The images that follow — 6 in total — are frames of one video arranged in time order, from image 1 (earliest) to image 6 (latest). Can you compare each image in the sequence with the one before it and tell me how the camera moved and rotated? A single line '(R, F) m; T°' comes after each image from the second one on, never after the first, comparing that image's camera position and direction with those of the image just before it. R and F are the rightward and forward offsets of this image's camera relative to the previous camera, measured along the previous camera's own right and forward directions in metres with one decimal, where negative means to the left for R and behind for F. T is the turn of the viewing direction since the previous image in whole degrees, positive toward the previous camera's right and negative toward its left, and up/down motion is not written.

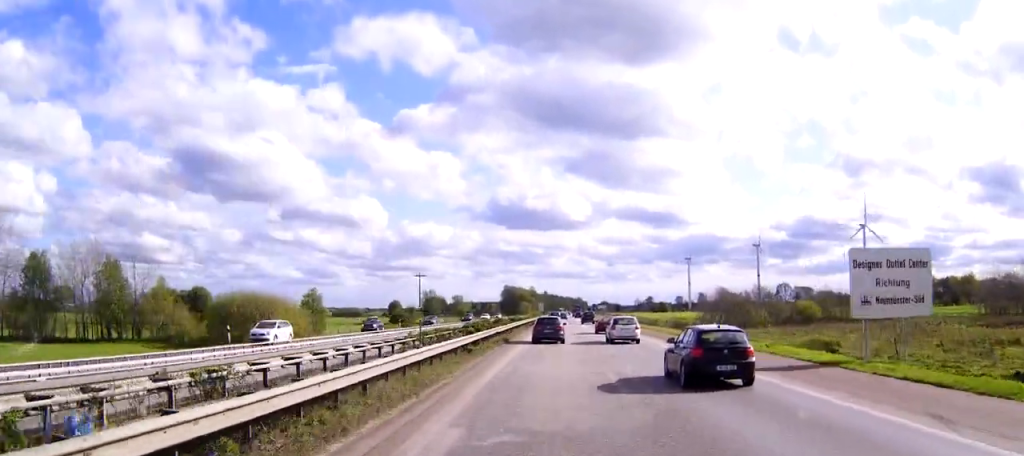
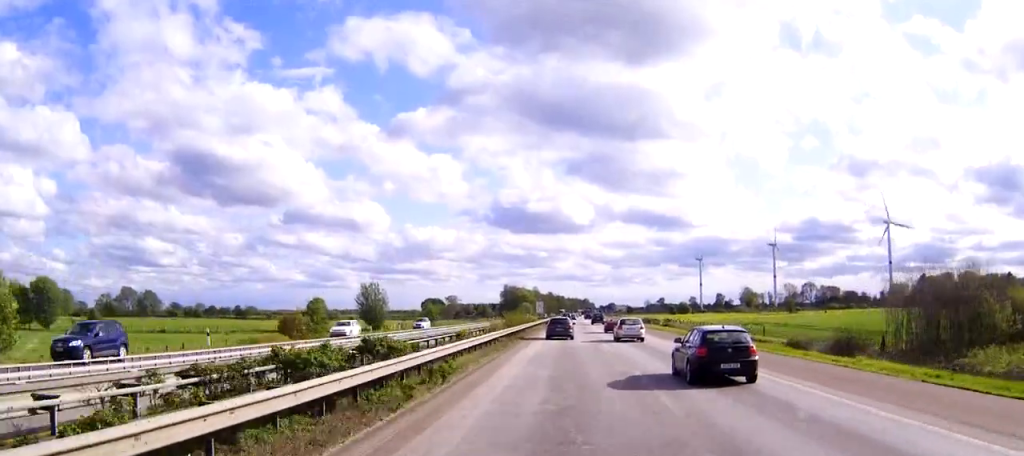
(-0.2, +55.1) m; 0°
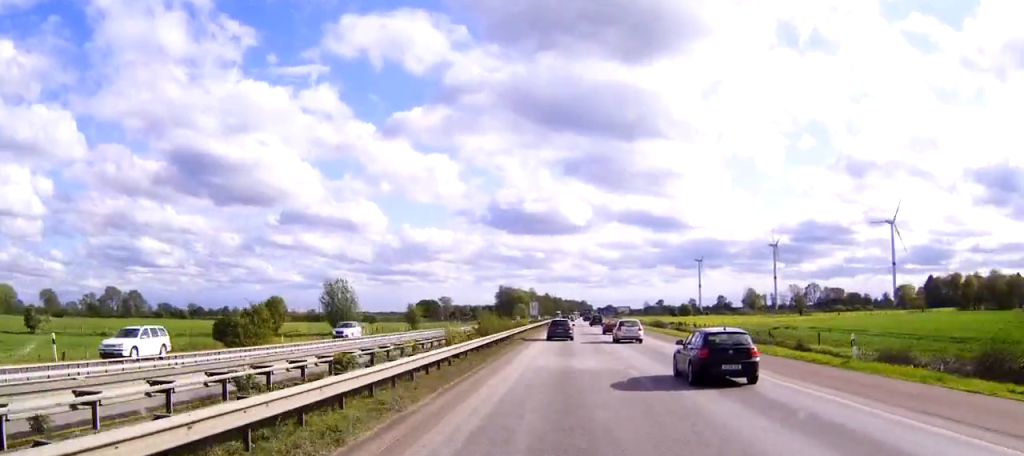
(0.0, +15.2) m; 0°
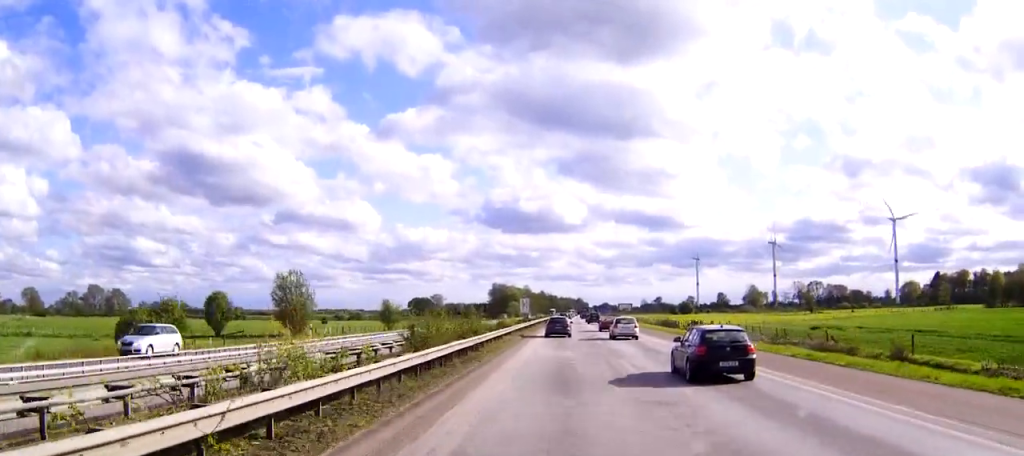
(0.0, +15.2) m; 0°
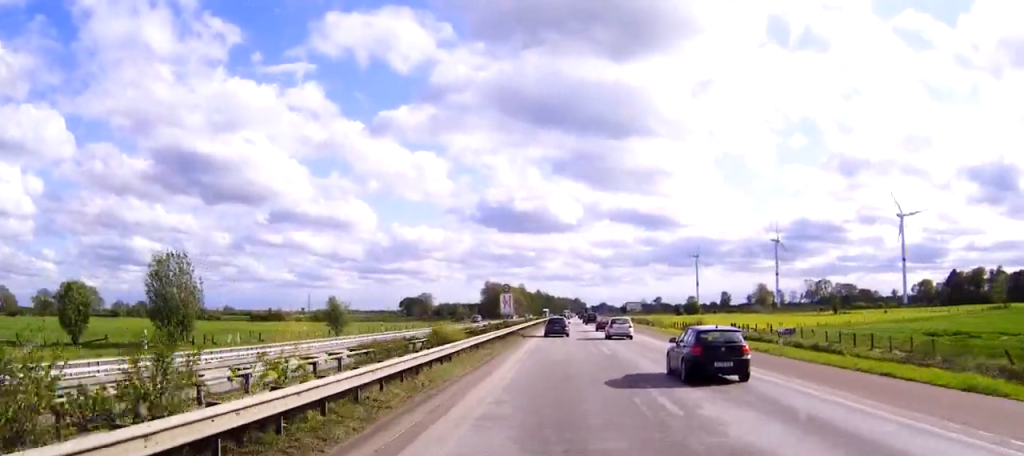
(+0.1, +25.4) m; 0°
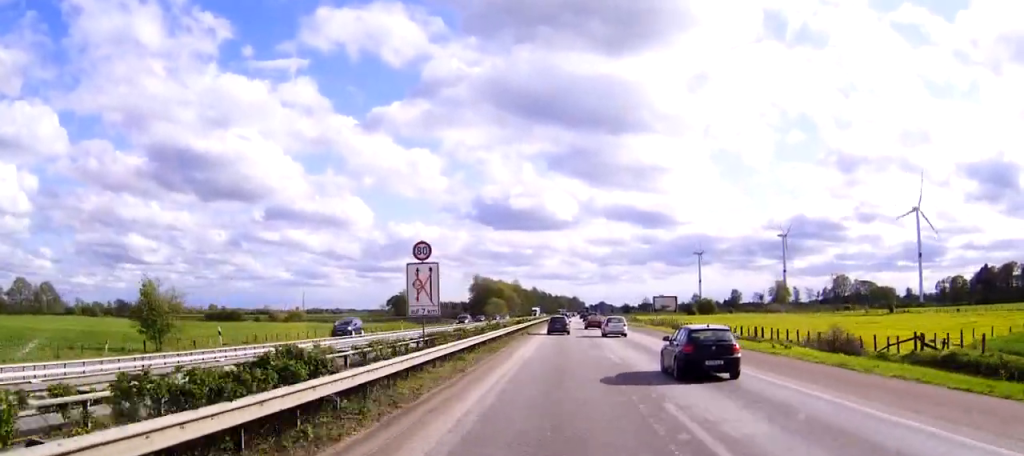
(+0.1, +41.2) m; 0°
